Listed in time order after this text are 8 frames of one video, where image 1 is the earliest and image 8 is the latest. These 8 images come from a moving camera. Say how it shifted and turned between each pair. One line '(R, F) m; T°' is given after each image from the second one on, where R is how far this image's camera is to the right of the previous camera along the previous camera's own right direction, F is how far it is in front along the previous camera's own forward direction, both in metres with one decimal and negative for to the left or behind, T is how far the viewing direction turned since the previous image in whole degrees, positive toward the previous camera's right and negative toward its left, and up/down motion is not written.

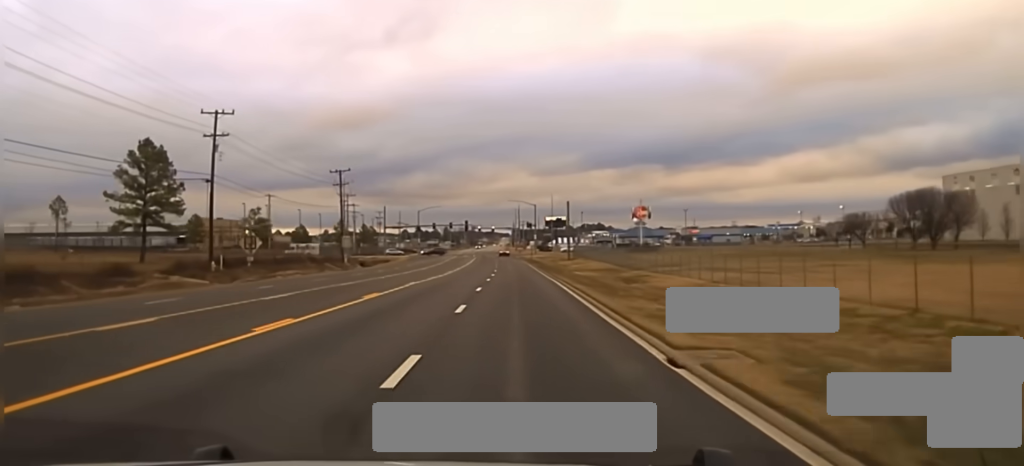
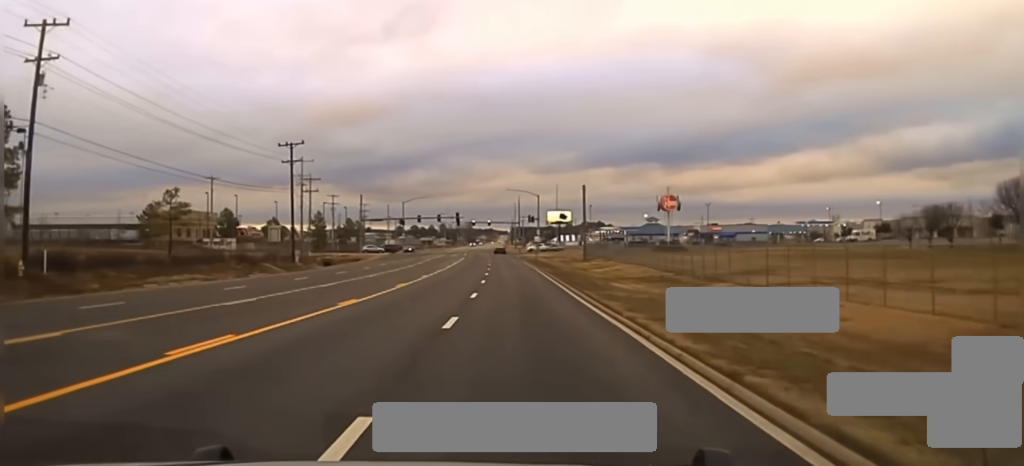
(-0.1, +27.3) m; 0°
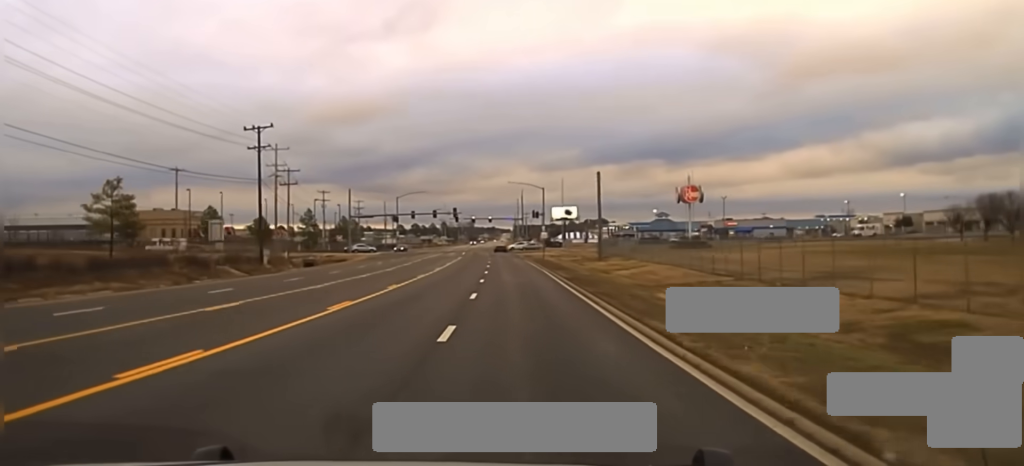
(0.0, +12.3) m; 0°
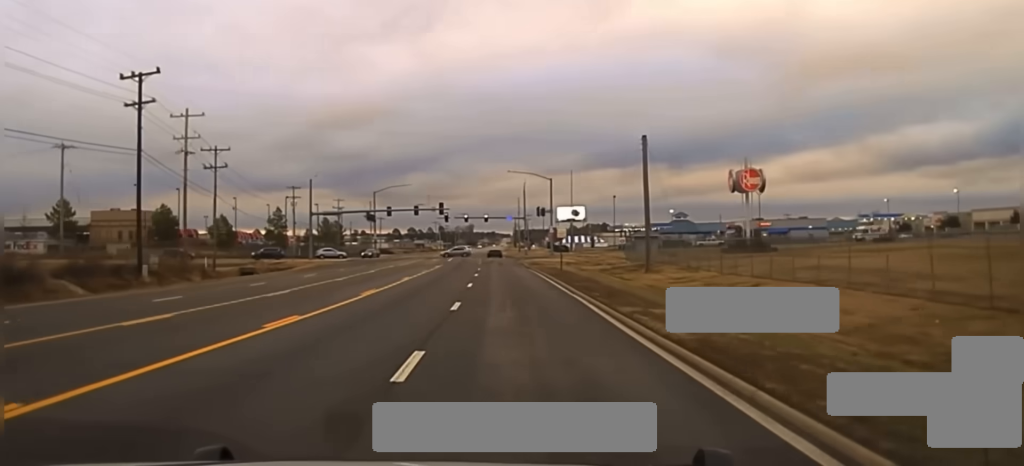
(-0.2, +25.5) m; 0°
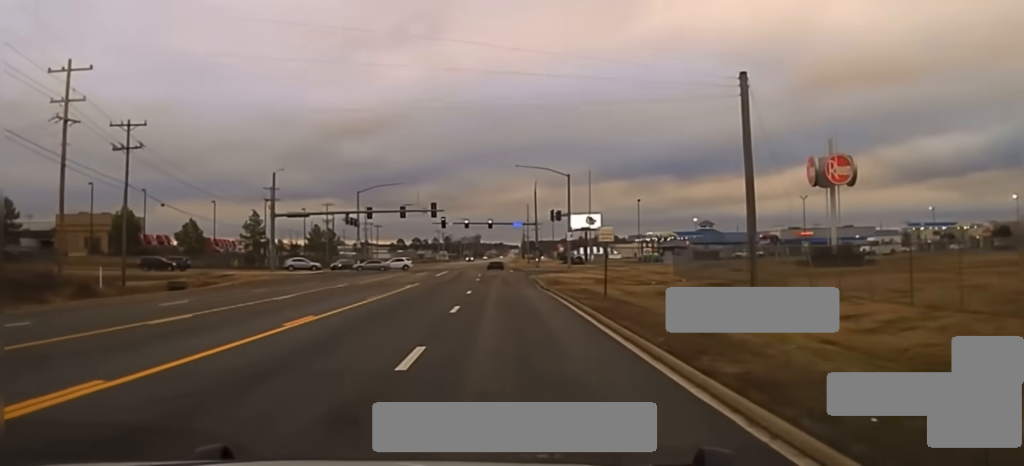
(0.0, +19.8) m; 0°
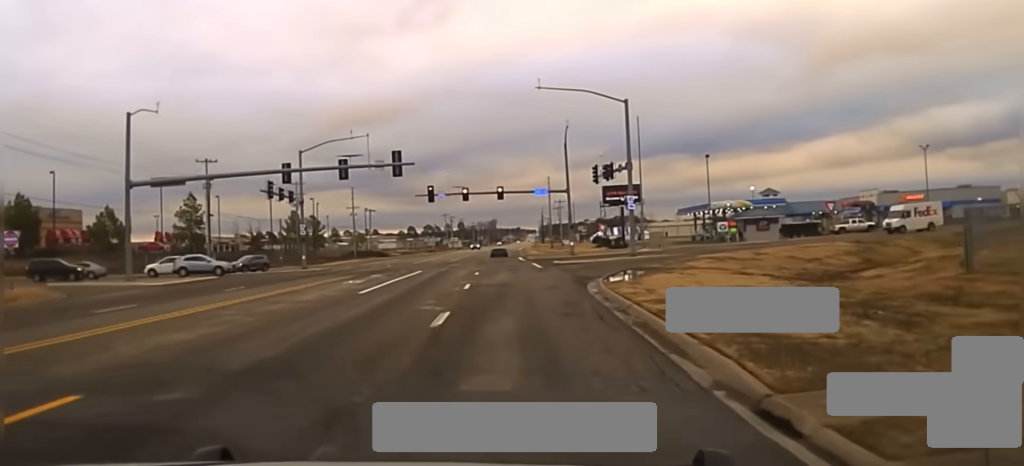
(-0.2, +38.2) m; -1°
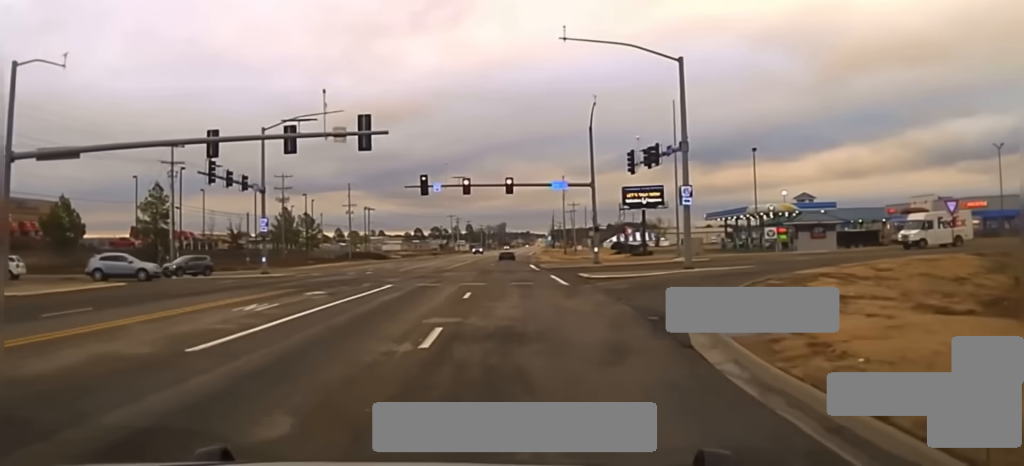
(-0.1, +18.3) m; -1°
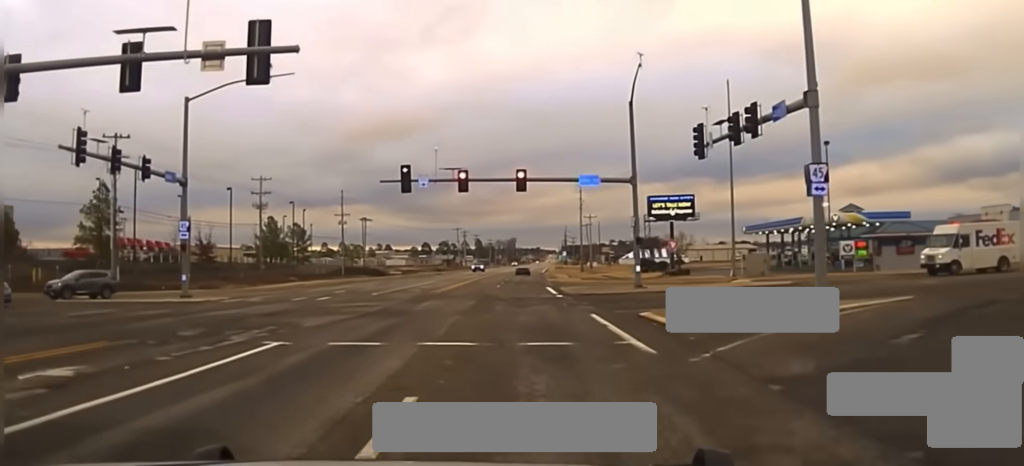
(-0.3, +22.7) m; -1°
